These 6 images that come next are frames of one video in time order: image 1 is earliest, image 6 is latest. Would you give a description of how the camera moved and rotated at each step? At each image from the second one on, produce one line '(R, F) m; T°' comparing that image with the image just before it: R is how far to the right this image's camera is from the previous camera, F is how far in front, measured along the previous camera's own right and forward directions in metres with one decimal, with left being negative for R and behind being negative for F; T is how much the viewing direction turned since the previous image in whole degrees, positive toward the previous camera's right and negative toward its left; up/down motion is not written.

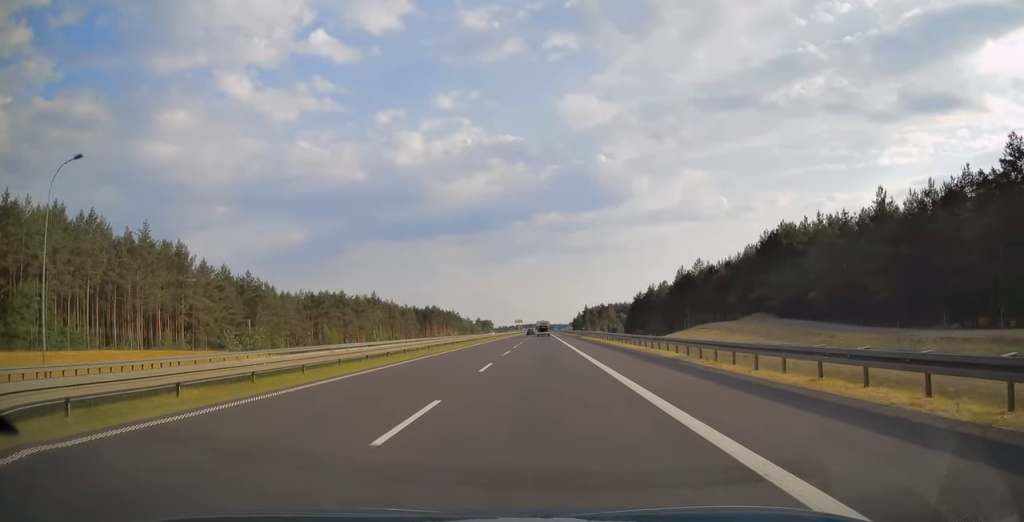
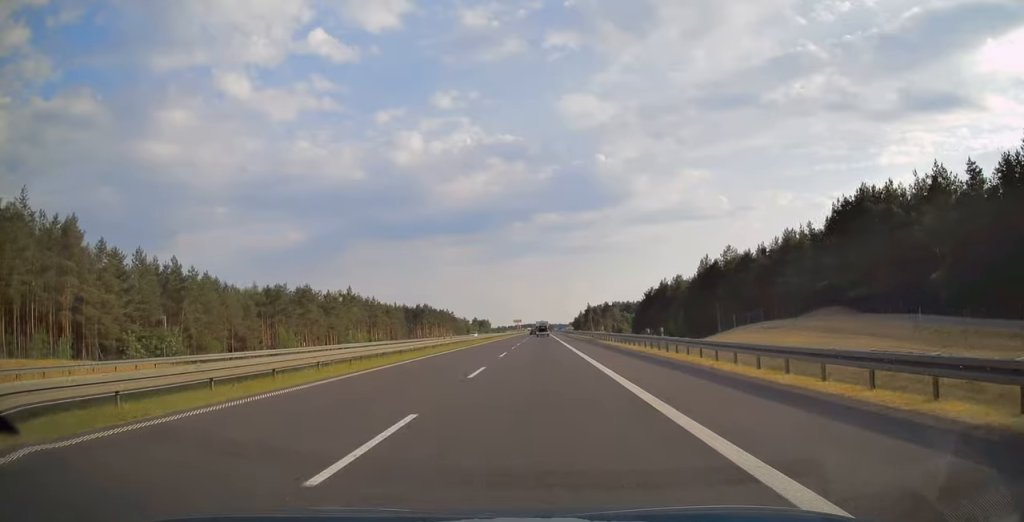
(-0.1, +26.2) m; 0°
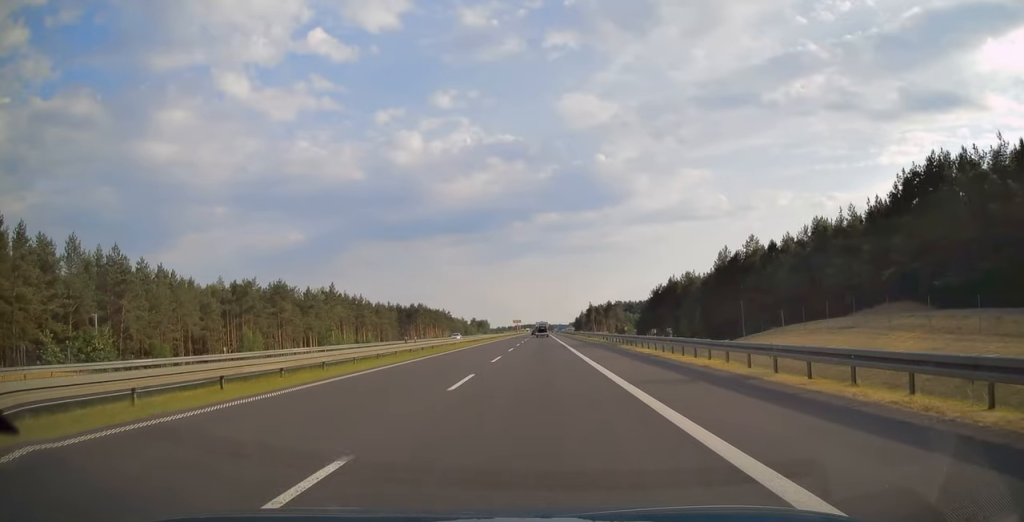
(0.0, +15.3) m; 0°
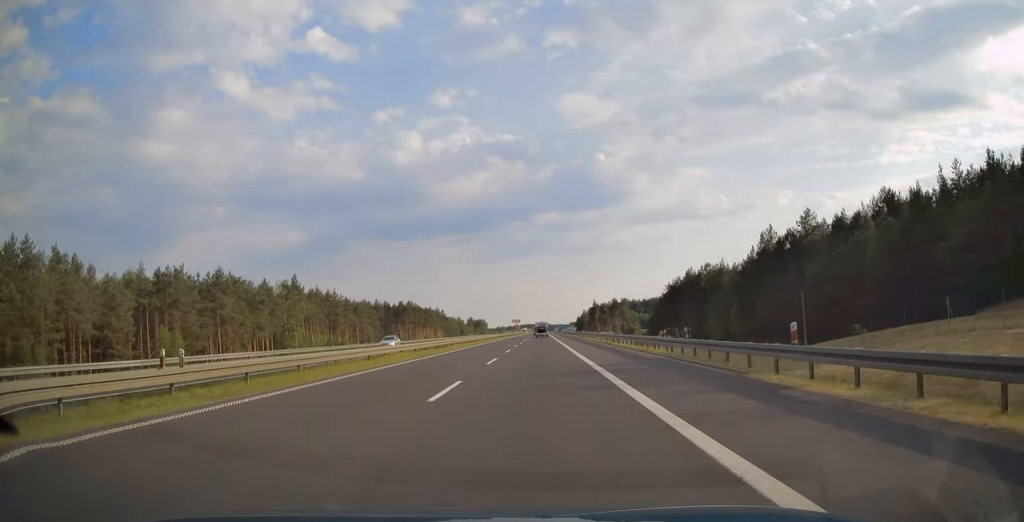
(0.0, +26.3) m; 0°
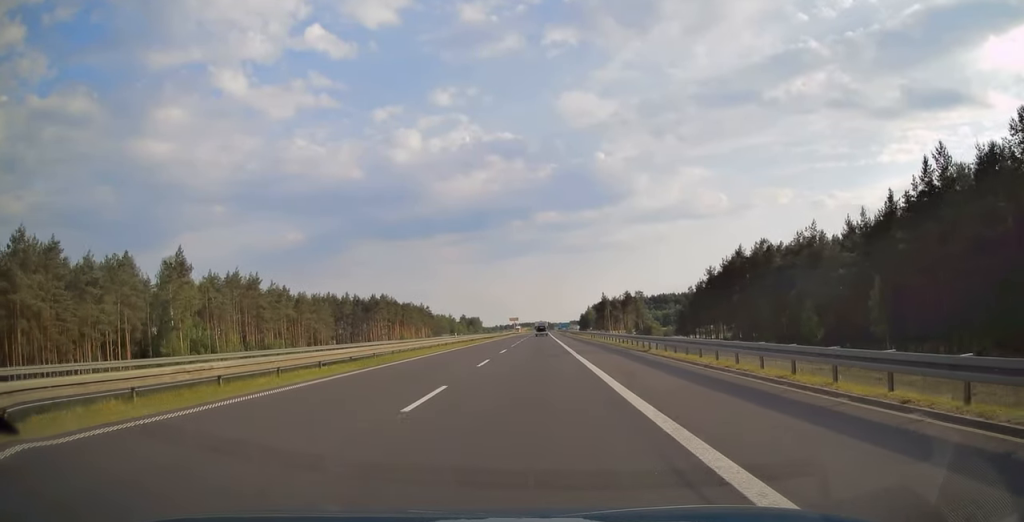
(-0.1, +49.4) m; 0°
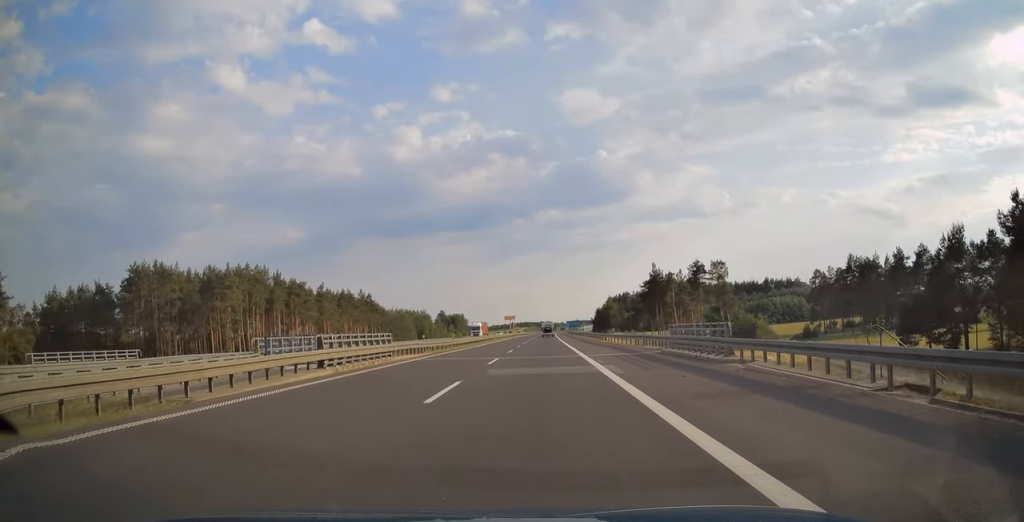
(+0.1, +119.3) m; 0°
